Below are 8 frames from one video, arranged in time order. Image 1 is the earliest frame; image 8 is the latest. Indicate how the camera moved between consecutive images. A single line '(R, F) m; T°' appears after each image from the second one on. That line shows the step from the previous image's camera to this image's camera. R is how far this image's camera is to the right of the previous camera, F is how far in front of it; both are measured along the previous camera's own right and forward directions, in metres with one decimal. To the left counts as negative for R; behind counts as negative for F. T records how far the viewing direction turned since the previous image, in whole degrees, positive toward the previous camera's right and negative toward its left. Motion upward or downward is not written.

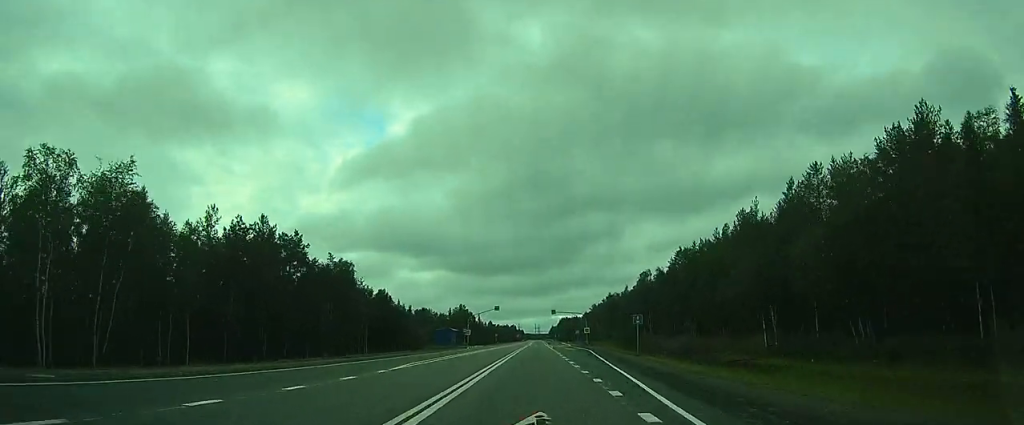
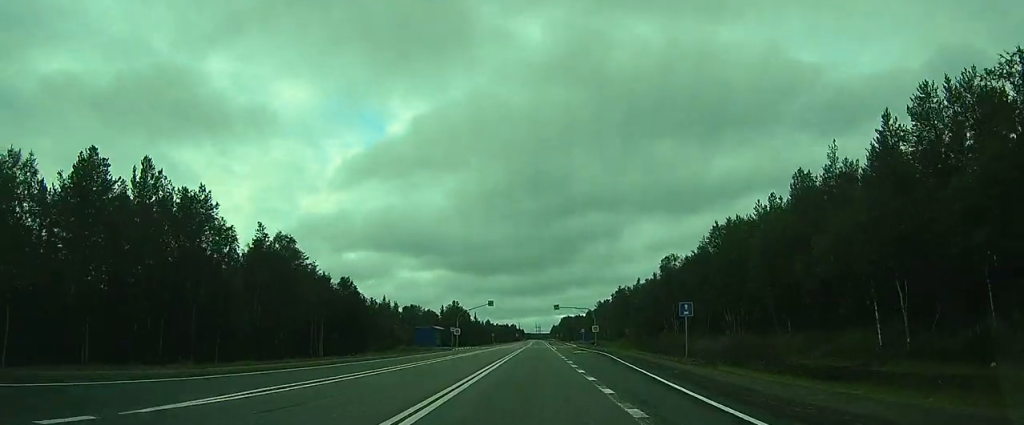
(0.0, +14.2) m; 0°
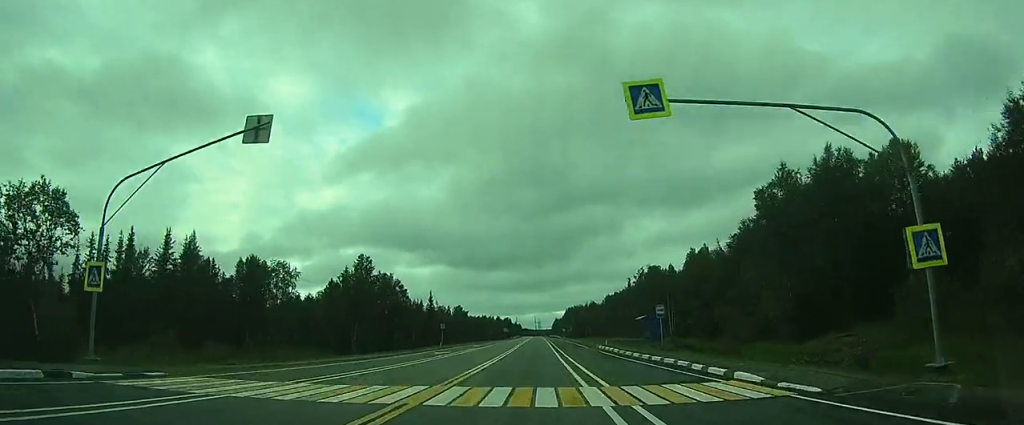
(+1.9, +75.2) m; +2°
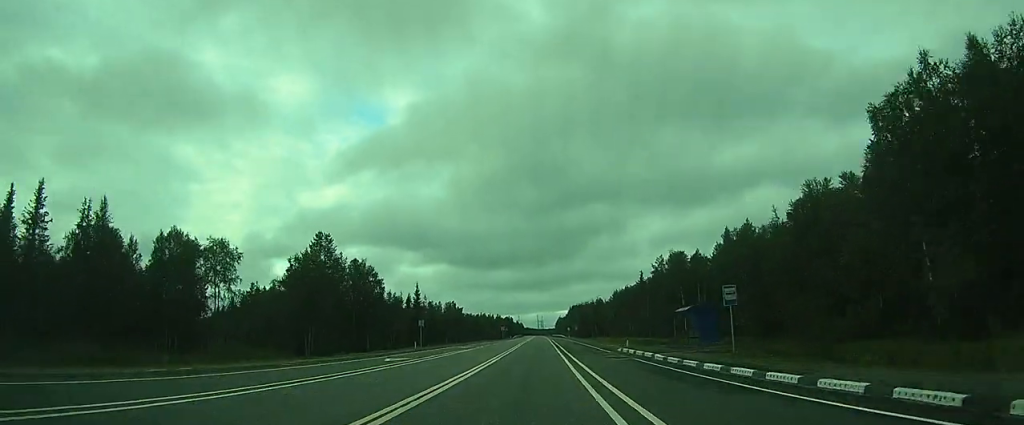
(0.0, +15.2) m; 0°
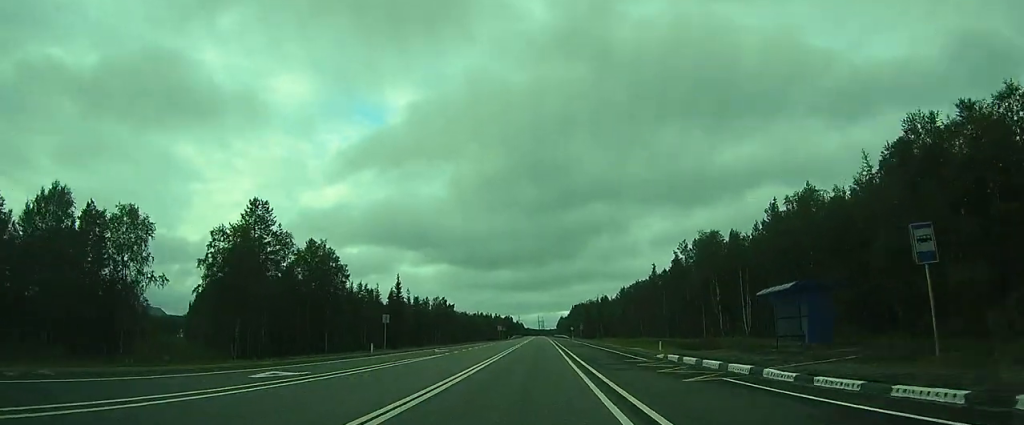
(0.0, +14.5) m; 0°
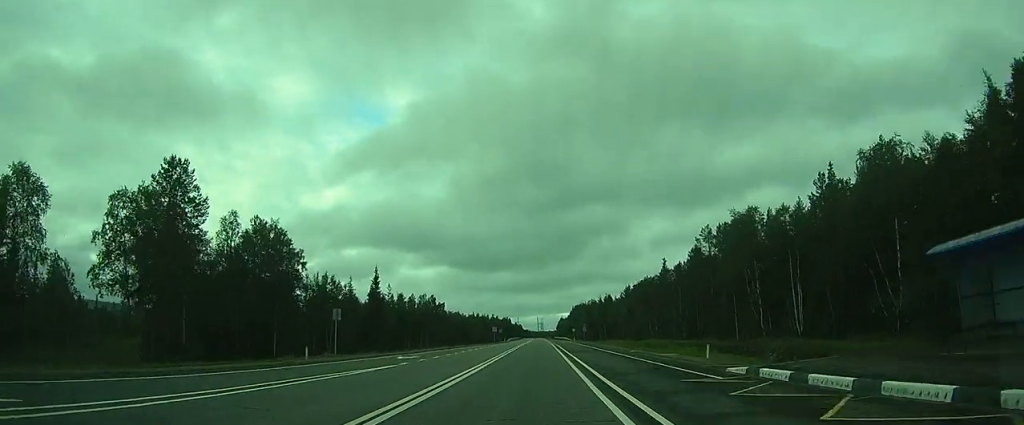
(+0.1, +11.6) m; 0°
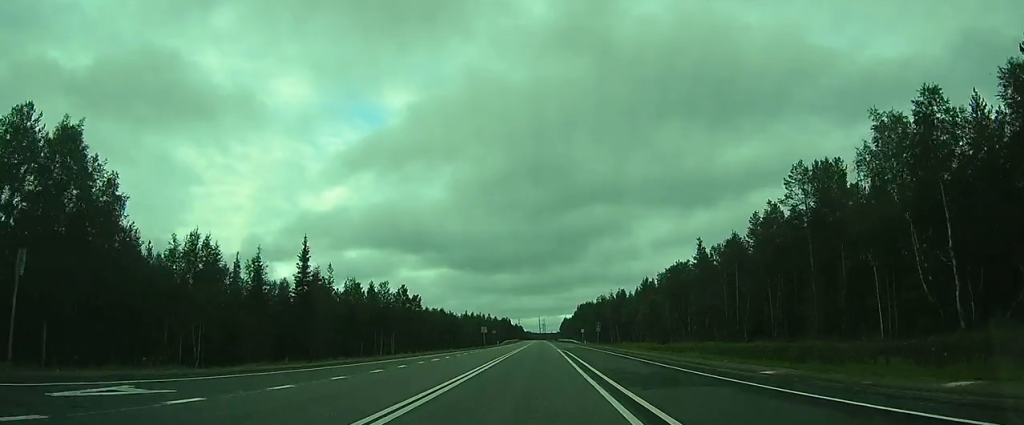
(+0.1, +24.9) m; 0°
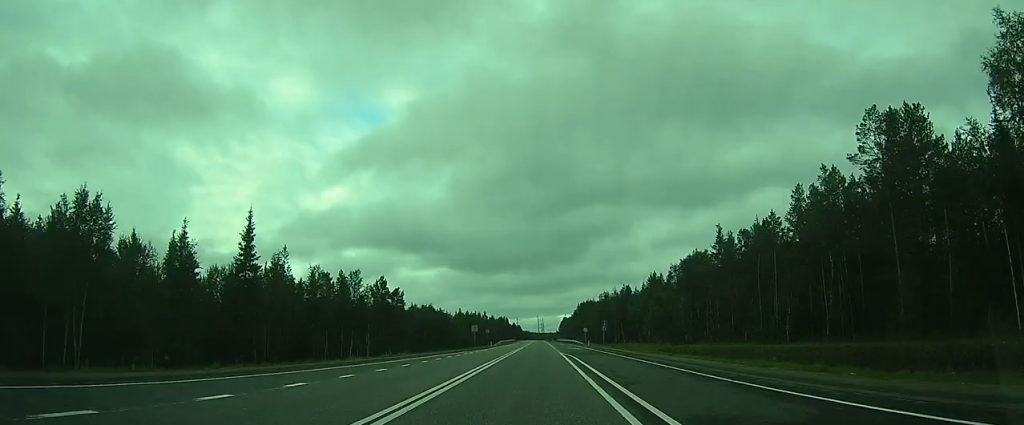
(0.0, +11.0) m; 0°
